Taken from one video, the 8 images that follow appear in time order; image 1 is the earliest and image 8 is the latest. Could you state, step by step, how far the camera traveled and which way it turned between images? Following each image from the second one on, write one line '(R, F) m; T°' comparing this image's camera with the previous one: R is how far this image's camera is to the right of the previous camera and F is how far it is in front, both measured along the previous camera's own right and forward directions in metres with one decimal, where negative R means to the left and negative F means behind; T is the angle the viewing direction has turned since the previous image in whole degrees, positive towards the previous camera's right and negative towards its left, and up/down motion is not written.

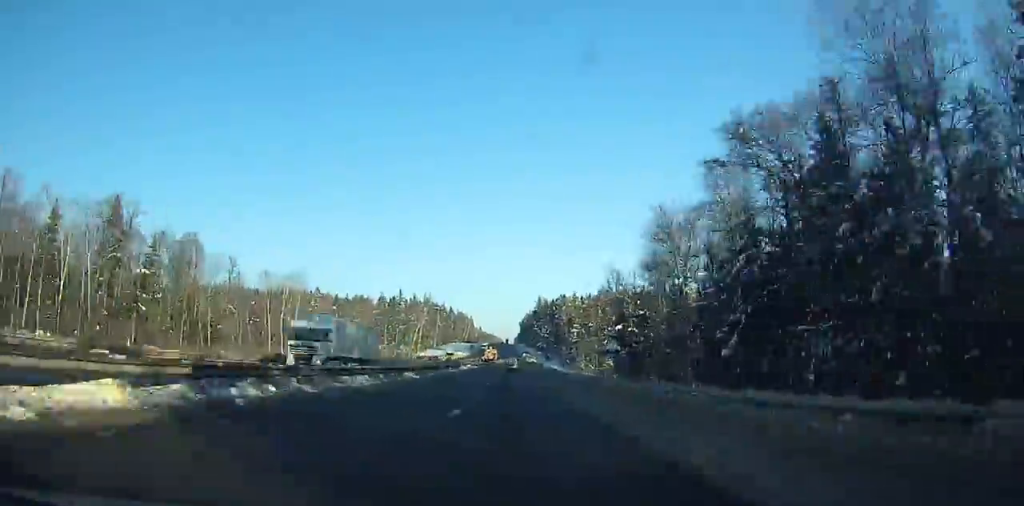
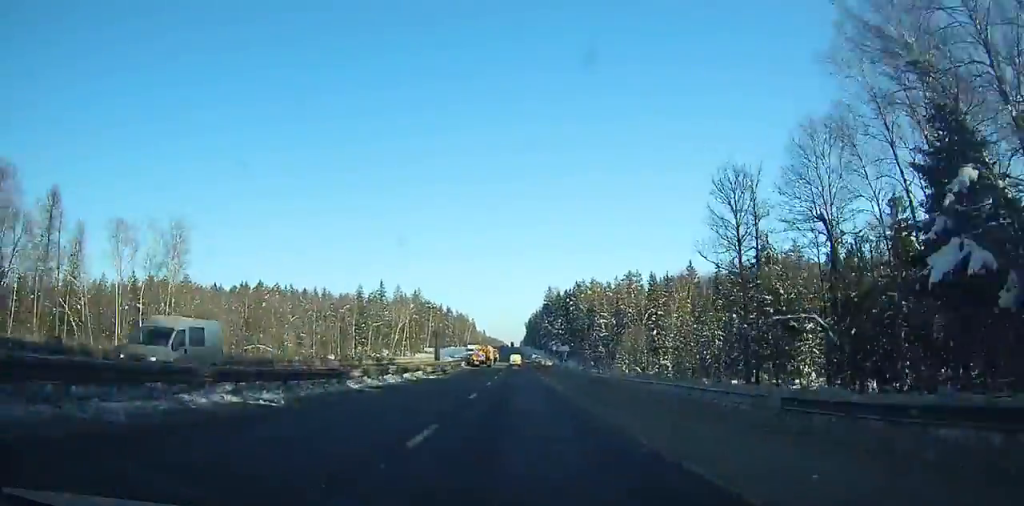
(-1.0, +45.2) m; 0°
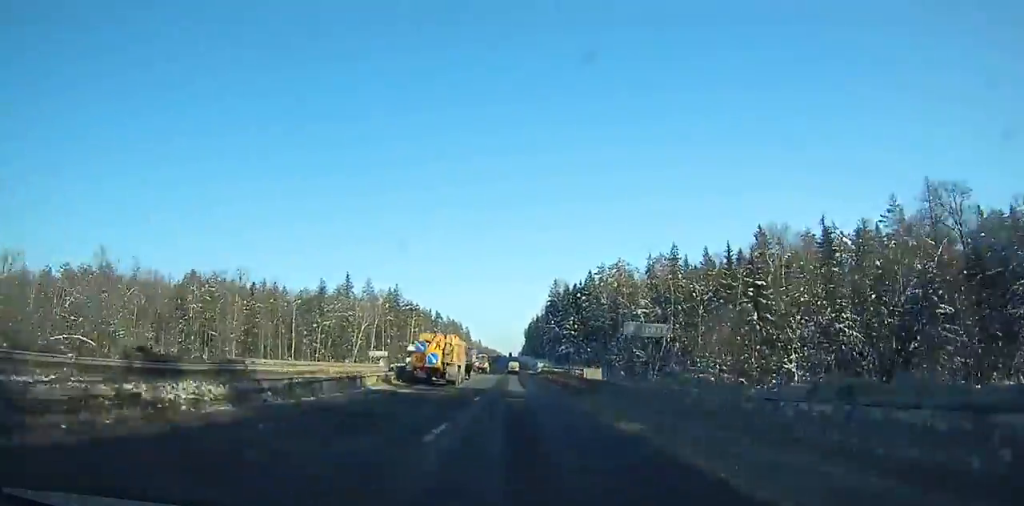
(0.0, +45.7) m; 0°
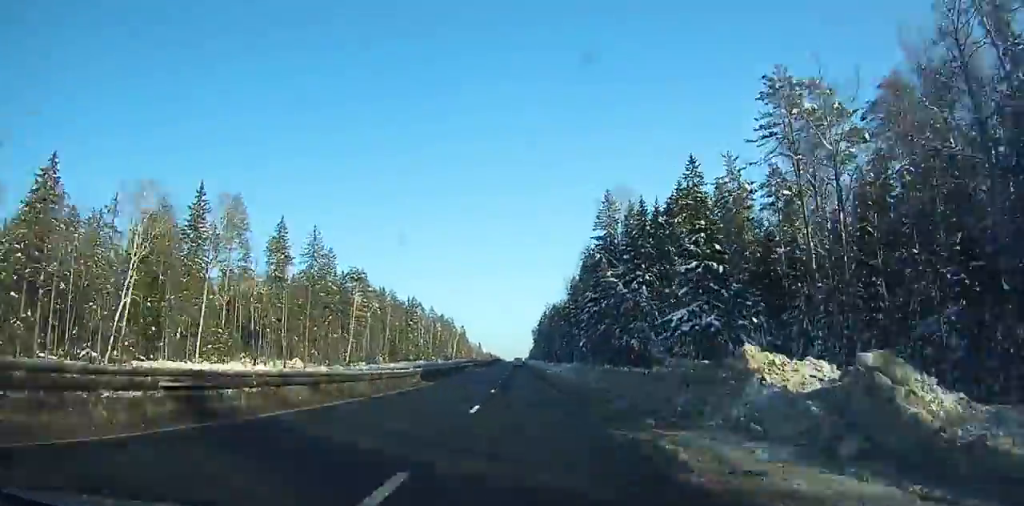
(+1.5, +106.7) m; 0°
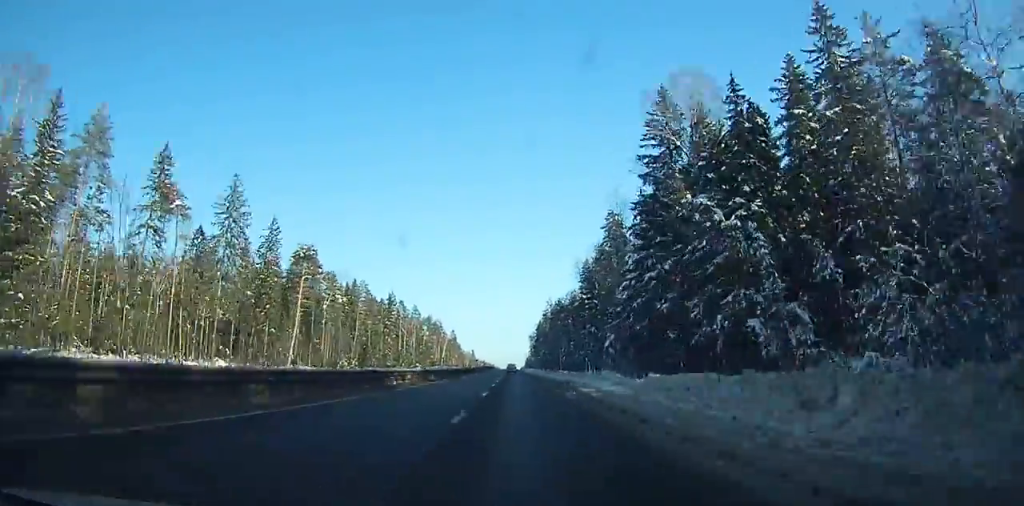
(-0.1, +41.8) m; 0°
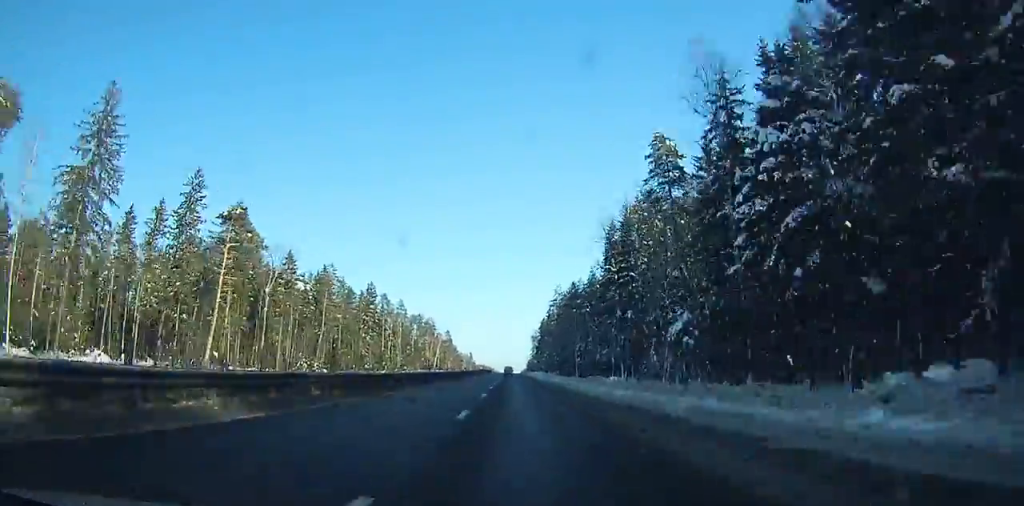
(-0.2, +37.1) m; 0°
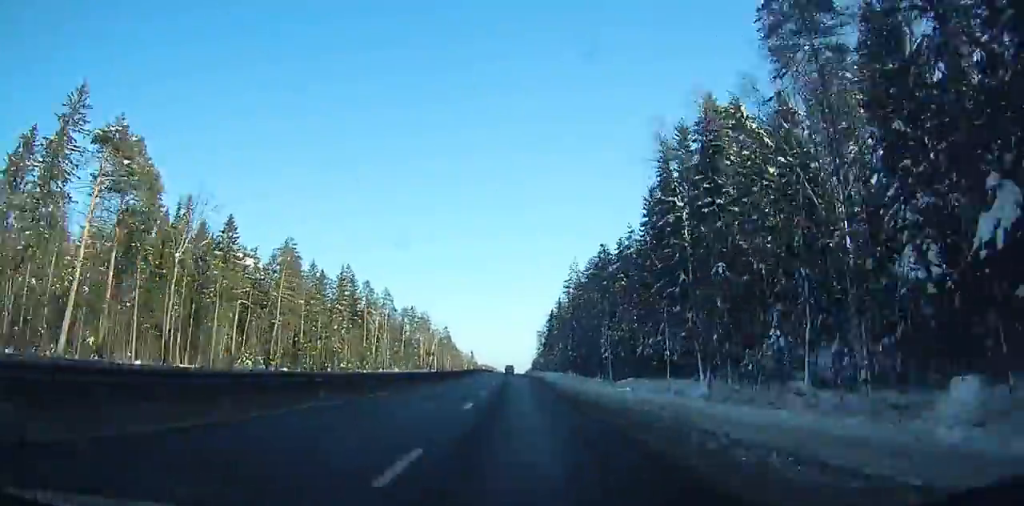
(-0.1, +37.0) m; 0°
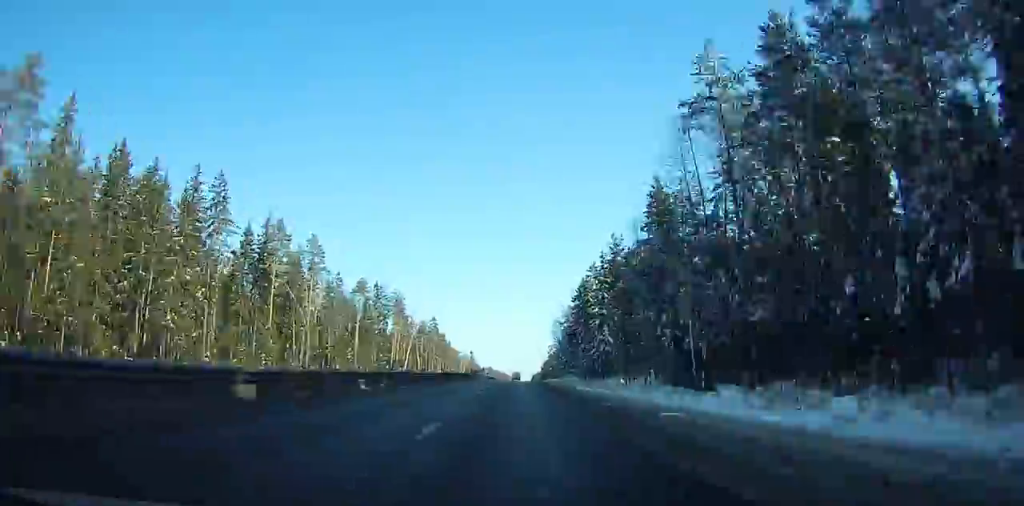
(-0.1, +87.0) m; 0°
